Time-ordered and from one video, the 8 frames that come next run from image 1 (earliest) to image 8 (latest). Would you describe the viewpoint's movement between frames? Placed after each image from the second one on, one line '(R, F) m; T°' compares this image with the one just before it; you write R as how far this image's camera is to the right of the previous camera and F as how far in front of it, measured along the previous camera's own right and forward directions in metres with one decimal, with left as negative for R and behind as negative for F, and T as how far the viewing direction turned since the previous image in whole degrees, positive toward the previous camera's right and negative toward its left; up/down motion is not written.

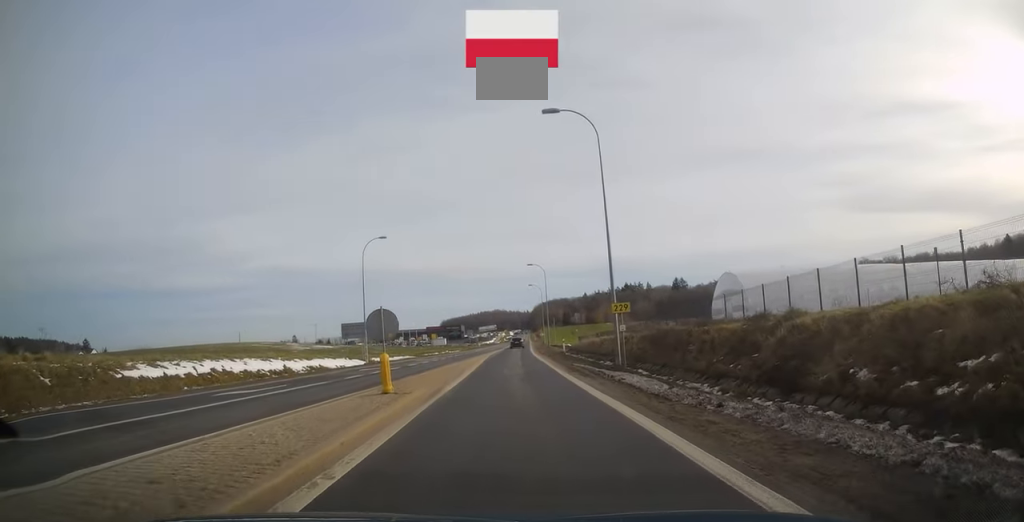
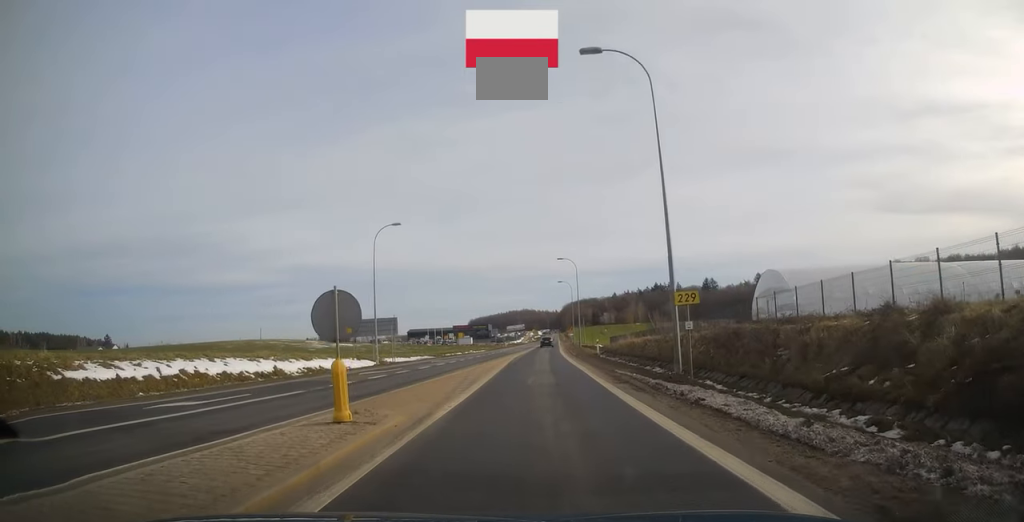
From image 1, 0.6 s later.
(-0.2, +4.9) m; -5°
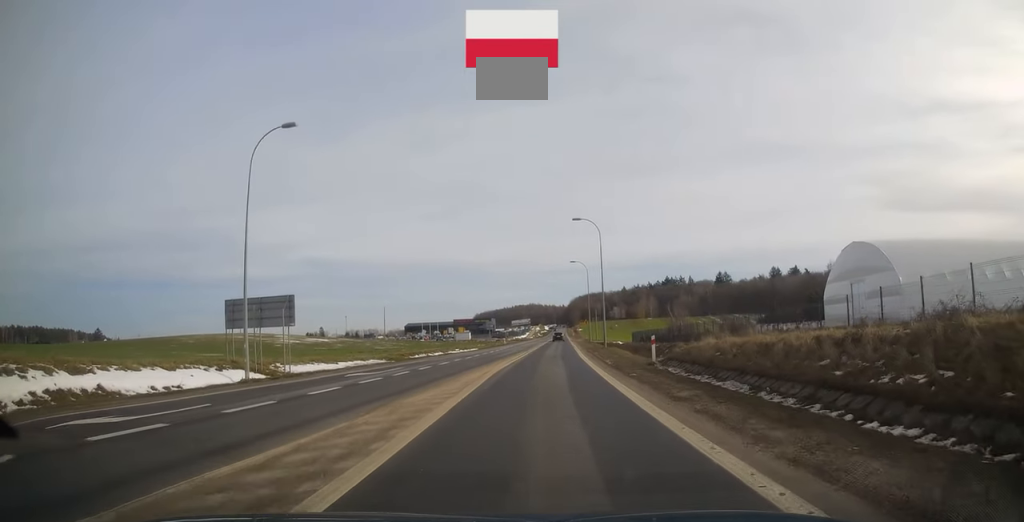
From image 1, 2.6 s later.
(-1.9, +19.7) m; -7°
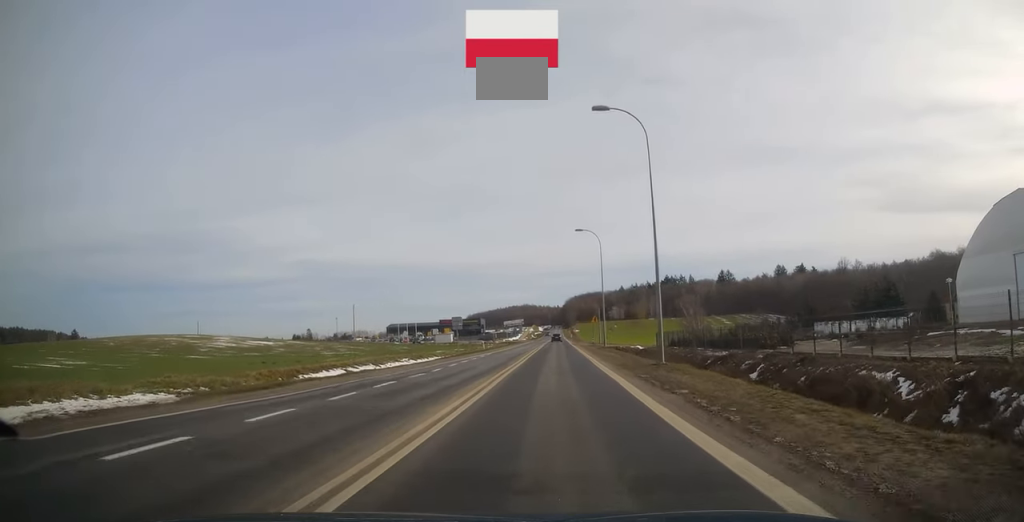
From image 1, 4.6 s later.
(+0.7, +23.9) m; +2°
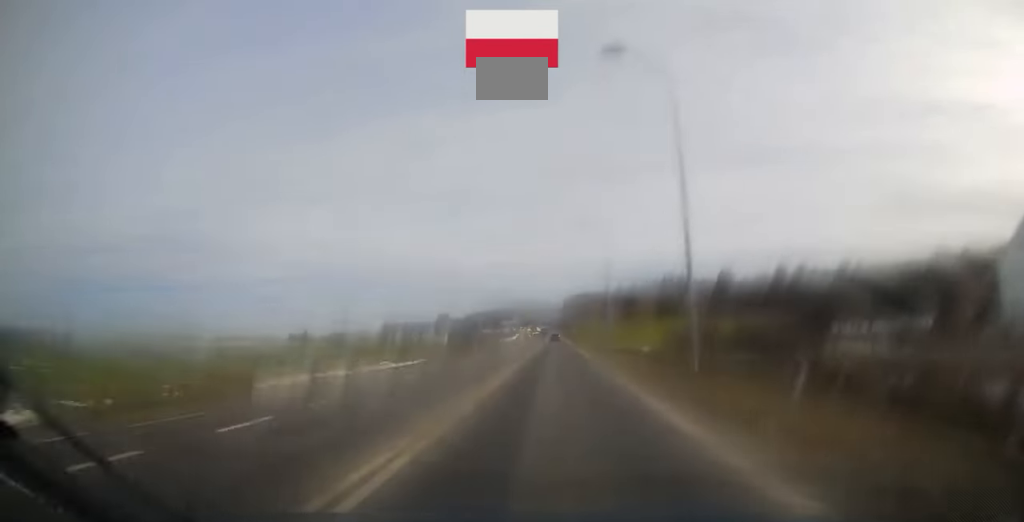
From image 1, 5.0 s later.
(-0.2, +5.2) m; 0°
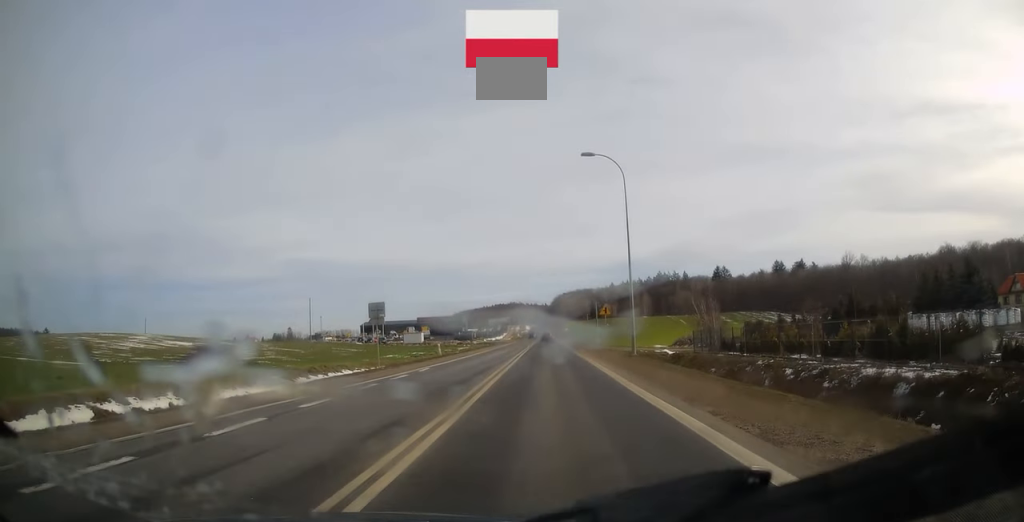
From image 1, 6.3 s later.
(+0.3, +16.2) m; +2°
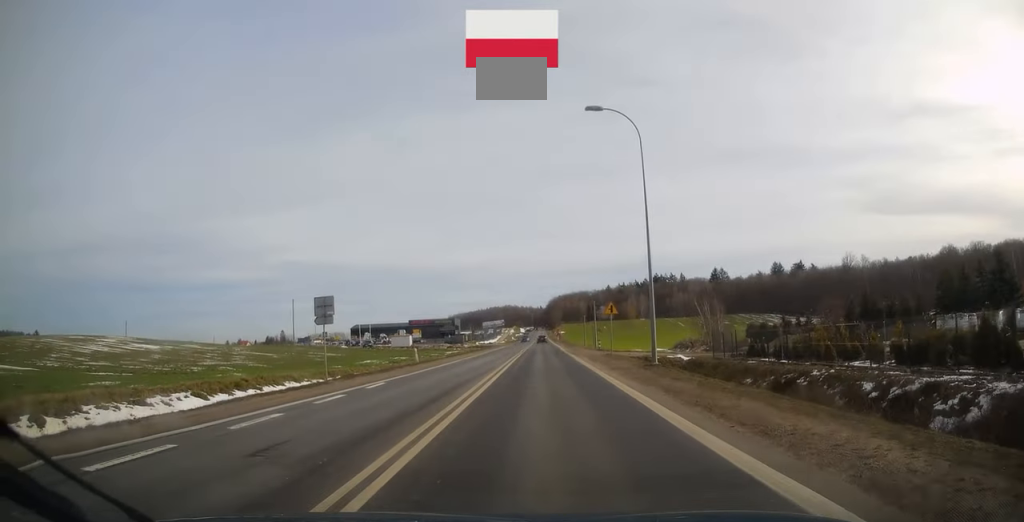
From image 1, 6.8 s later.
(0.0, +6.7) m; 0°
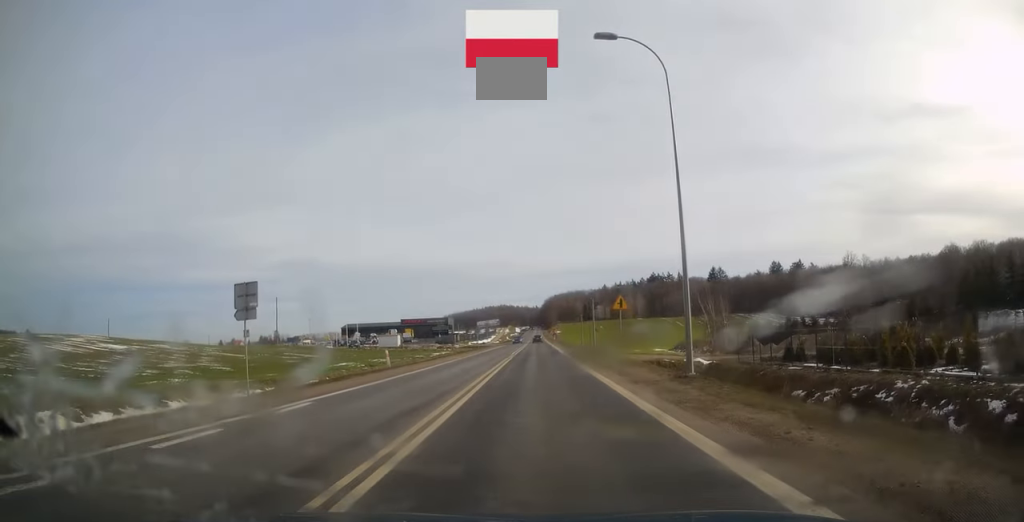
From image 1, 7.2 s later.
(0.0, +6.1) m; 0°
